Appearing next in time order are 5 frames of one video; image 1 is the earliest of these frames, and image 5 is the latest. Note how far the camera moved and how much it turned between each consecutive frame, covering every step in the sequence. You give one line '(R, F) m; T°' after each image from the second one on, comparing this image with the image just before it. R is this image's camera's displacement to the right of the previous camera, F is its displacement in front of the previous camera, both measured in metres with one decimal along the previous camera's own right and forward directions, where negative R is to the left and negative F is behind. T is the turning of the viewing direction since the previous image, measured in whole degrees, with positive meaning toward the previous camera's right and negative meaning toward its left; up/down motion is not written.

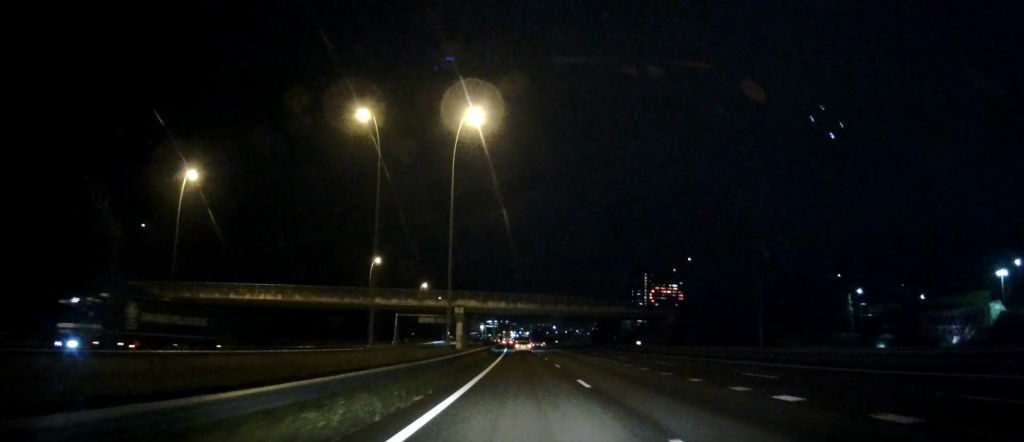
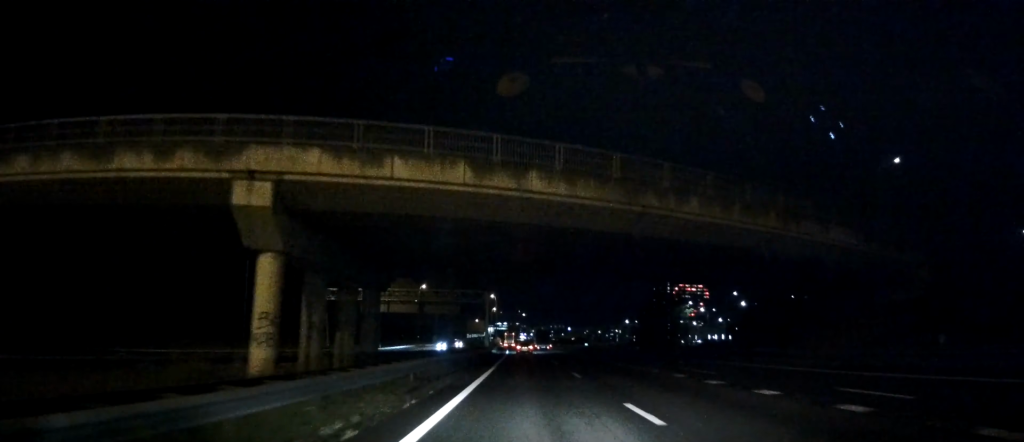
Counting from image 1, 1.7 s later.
(0.0, +56.6) m; -1°
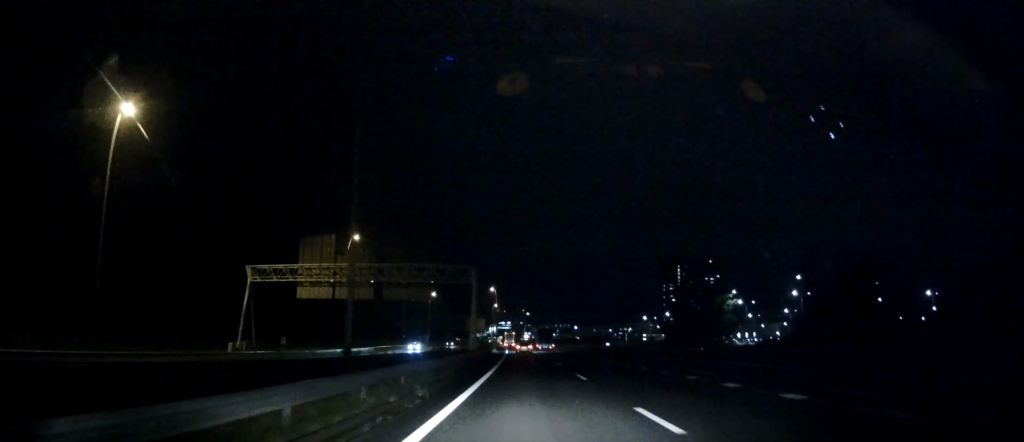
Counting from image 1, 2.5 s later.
(-0.3, +25.1) m; 0°
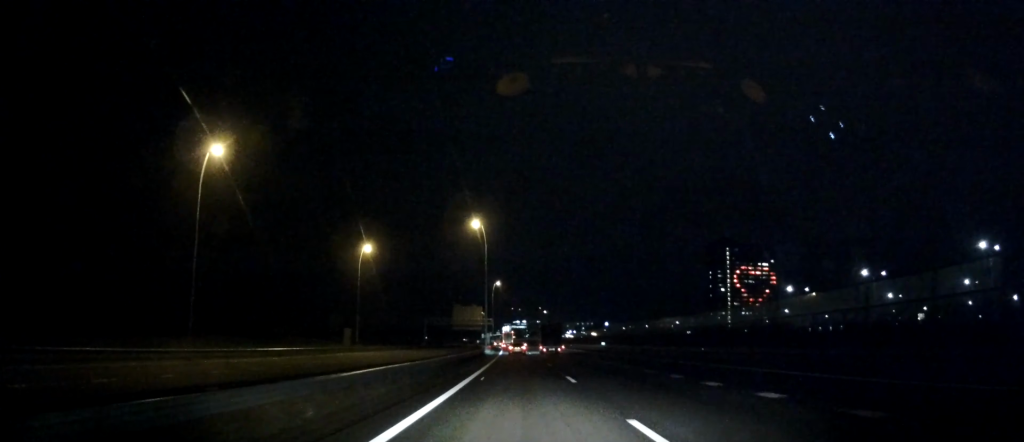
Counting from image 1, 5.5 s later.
(-1.0, +100.0) m; -2°
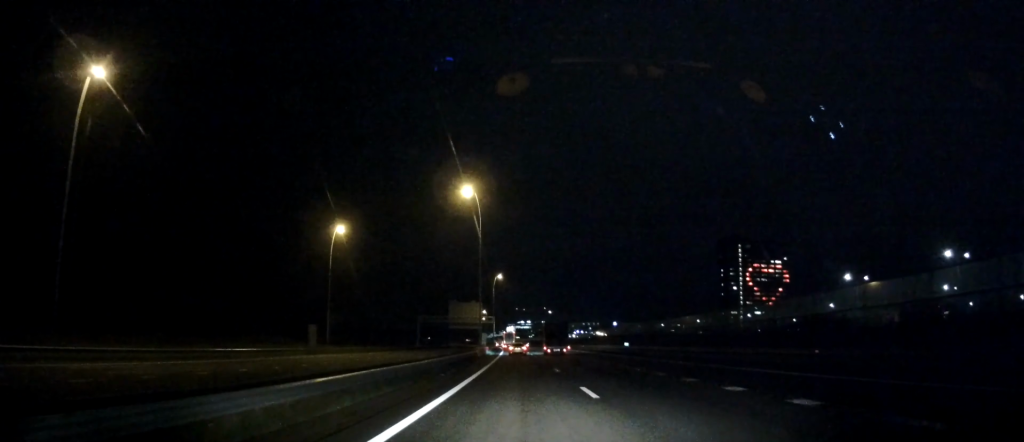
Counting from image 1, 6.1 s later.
(-0.1, +17.7) m; -1°
